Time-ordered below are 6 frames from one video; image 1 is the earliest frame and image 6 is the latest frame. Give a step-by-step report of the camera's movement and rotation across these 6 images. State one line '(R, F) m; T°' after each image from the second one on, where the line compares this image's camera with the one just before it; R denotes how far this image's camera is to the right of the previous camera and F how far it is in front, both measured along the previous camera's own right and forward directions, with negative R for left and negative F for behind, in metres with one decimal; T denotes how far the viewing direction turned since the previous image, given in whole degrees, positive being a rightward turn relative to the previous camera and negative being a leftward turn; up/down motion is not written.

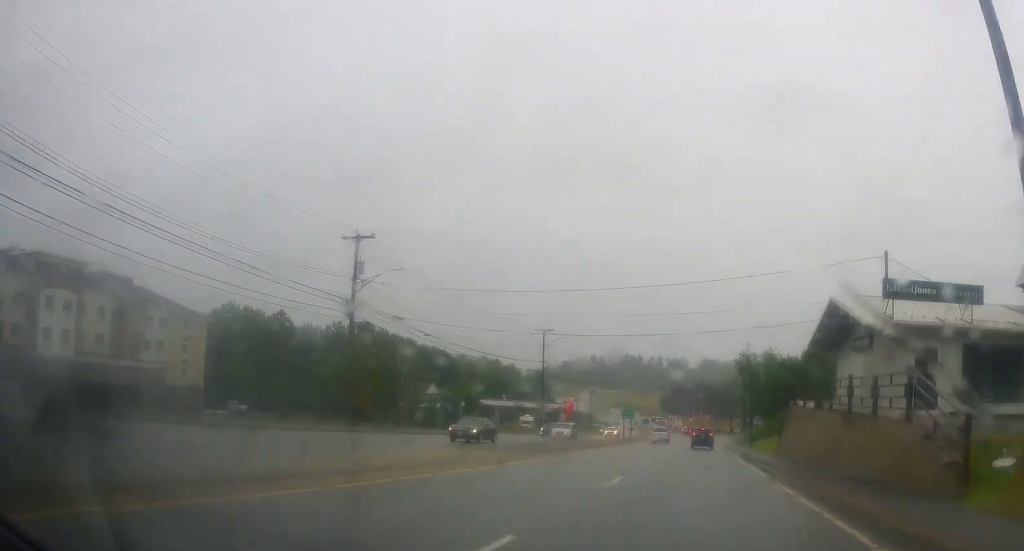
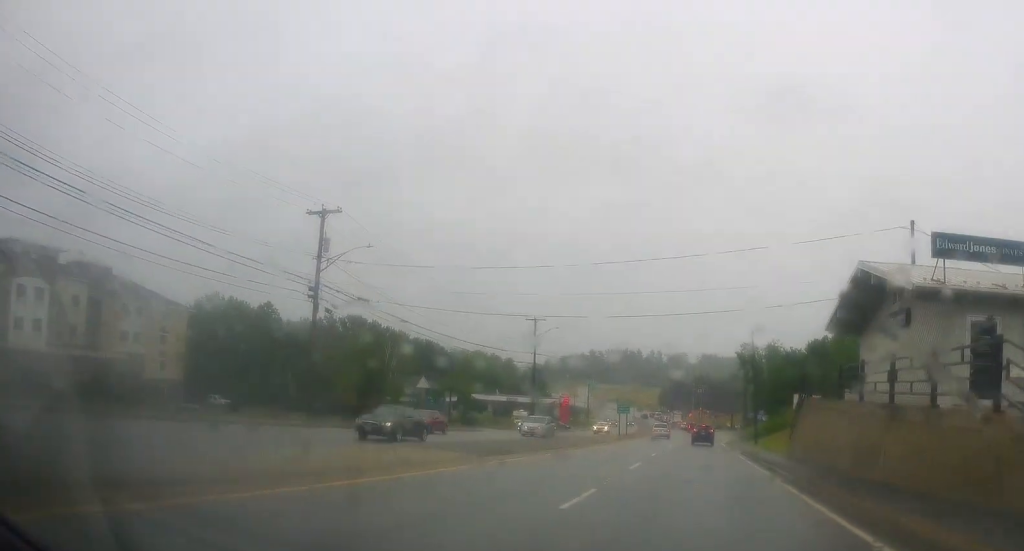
(0.0, +4.7) m; 0°
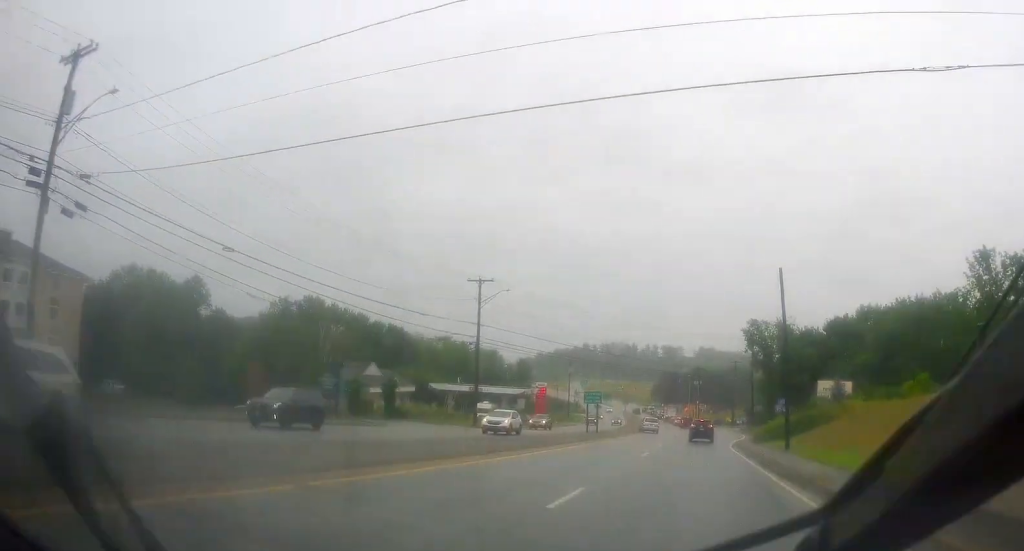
(+0.8, +22.2) m; +1°
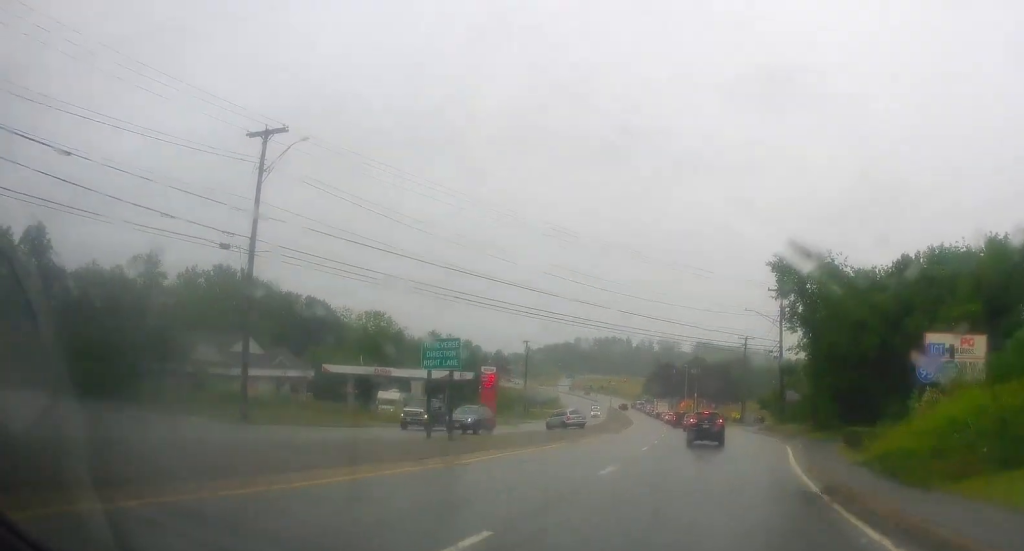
(-2.3, +37.4) m; -2°
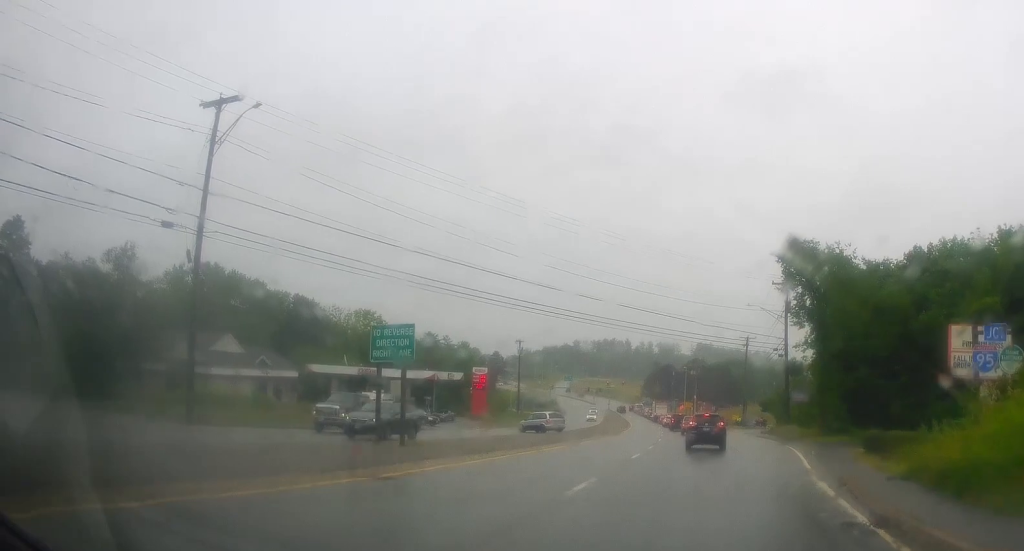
(-0.1, +5.0) m; 0°
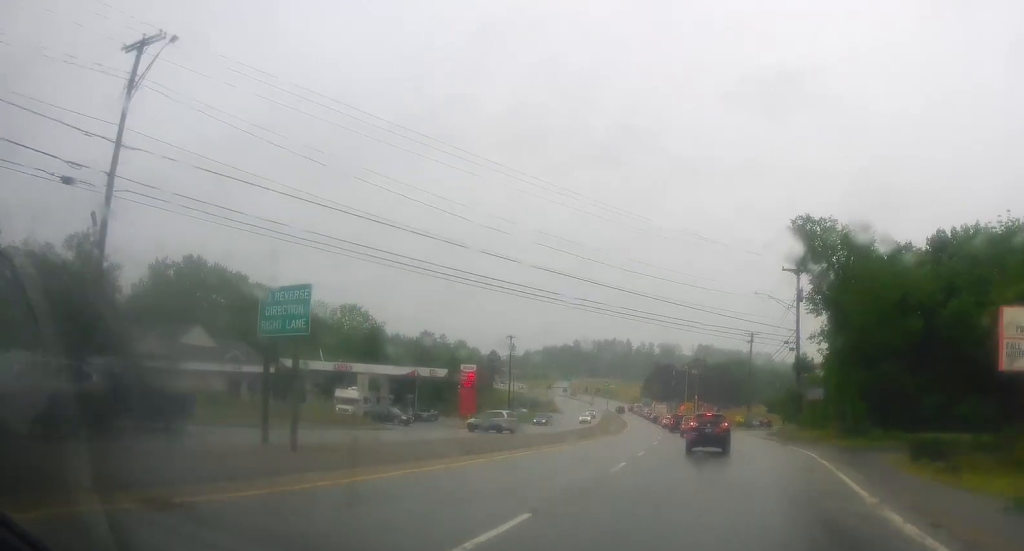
(+0.1, +7.3) m; +2°
